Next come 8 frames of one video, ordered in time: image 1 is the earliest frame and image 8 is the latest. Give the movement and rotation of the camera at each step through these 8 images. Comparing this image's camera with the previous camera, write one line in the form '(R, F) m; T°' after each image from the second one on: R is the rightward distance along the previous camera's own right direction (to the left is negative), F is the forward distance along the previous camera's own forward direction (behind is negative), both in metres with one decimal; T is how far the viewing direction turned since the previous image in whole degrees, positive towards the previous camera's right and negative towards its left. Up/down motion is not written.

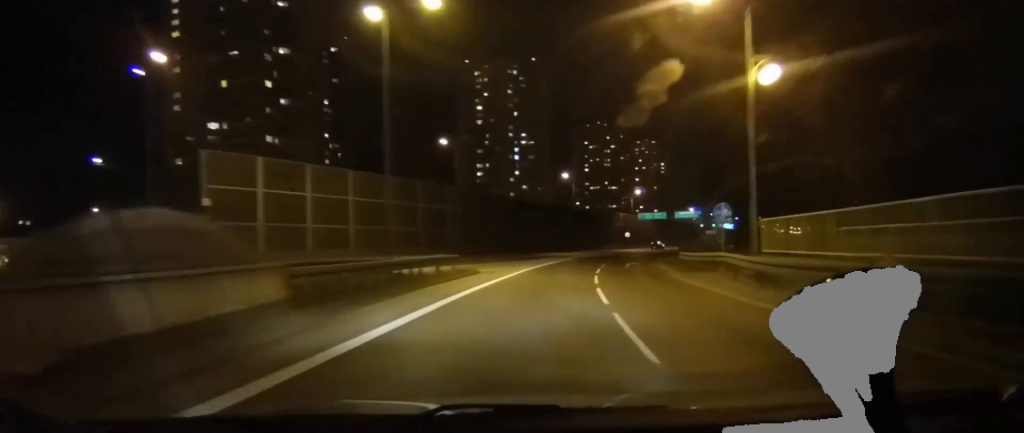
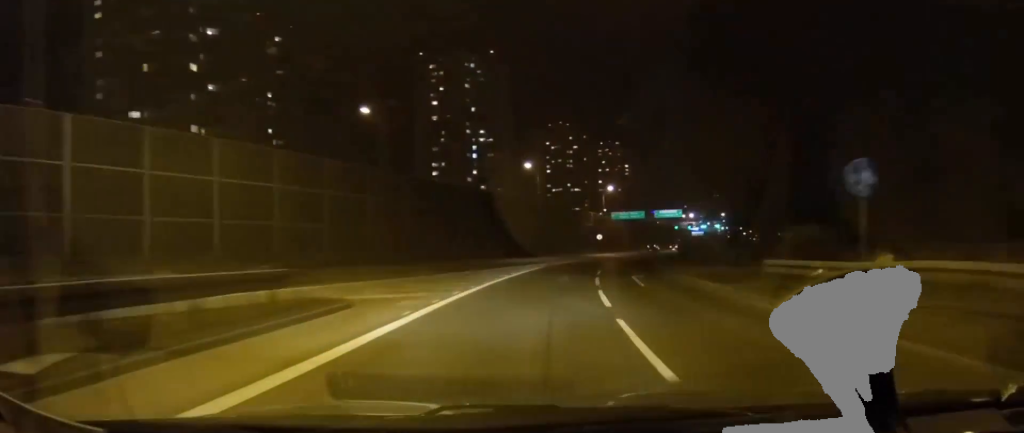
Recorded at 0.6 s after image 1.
(+0.4, +12.6) m; +5°
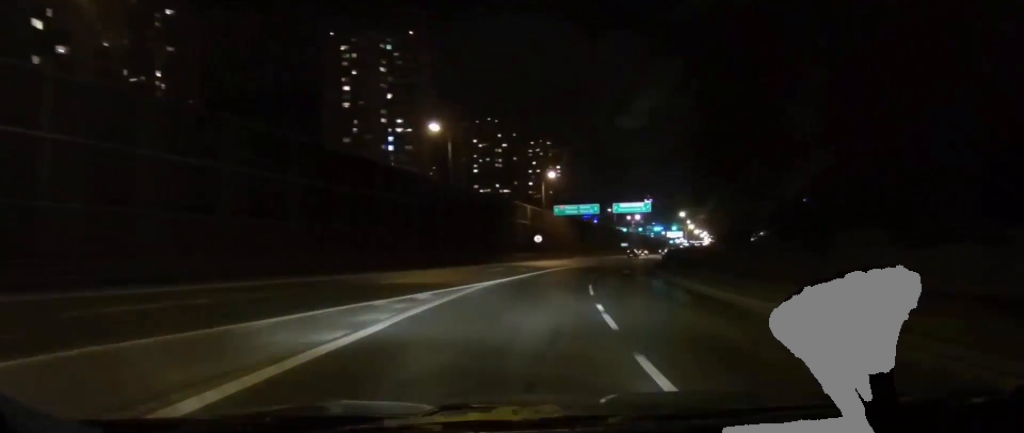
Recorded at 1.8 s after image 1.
(+2.1, +22.1) m; +9°
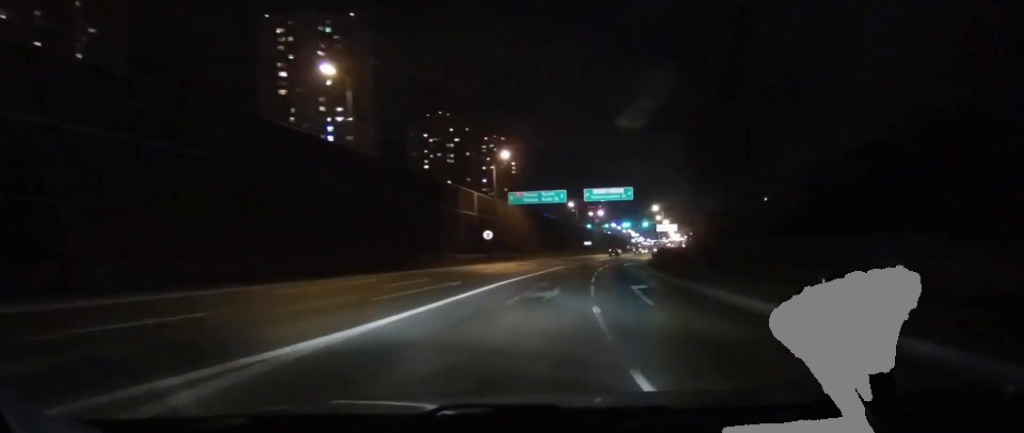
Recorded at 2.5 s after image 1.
(+0.8, +13.7) m; +4°
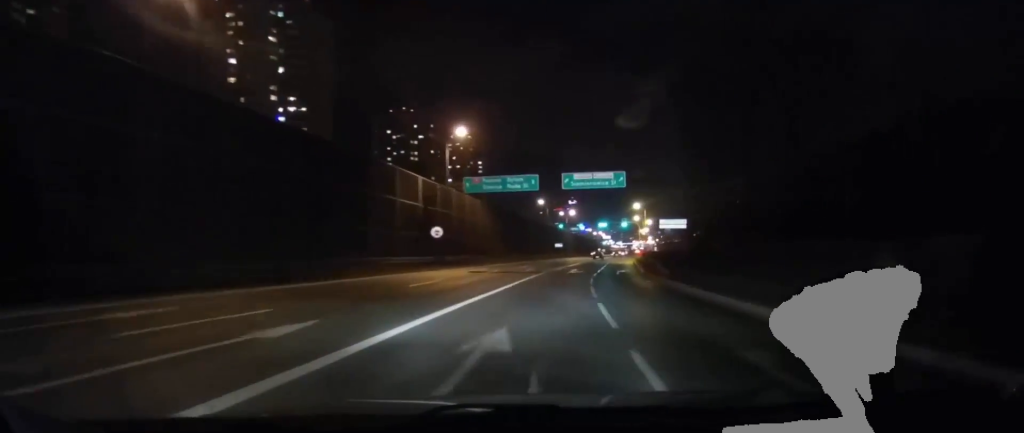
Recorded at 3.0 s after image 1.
(0.0, +11.1) m; +2°
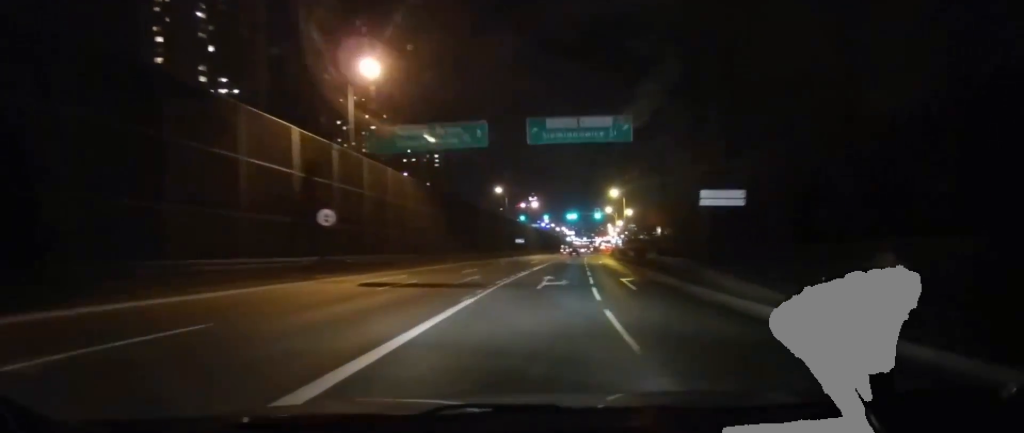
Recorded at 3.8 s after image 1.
(+0.3, +14.4) m; +5°
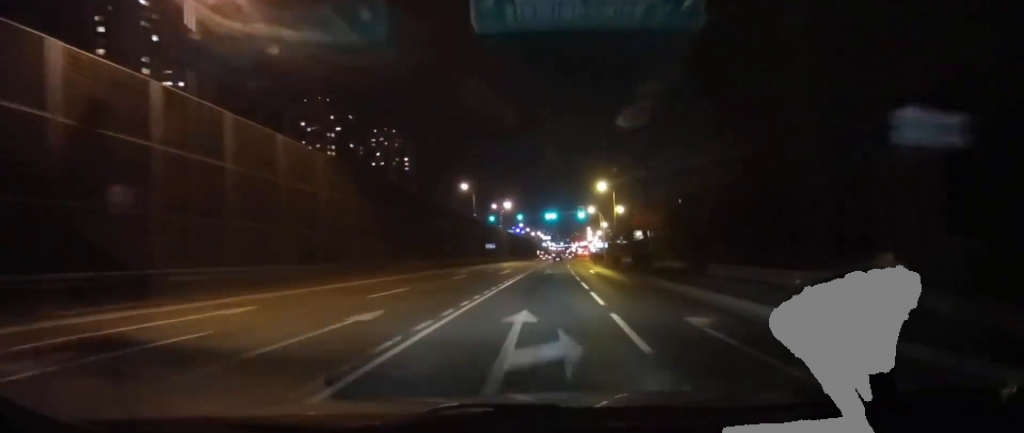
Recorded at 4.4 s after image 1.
(+0.4, +11.9) m; +5°
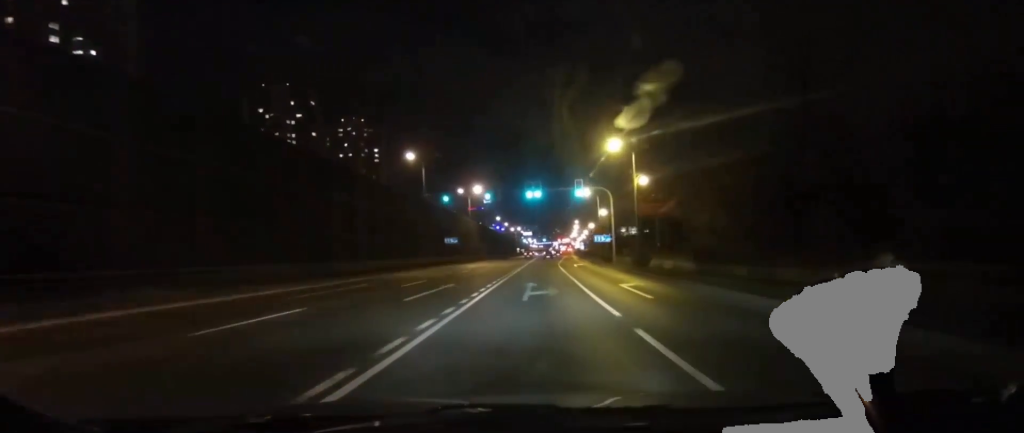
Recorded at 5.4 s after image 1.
(+1.6, +20.6) m; +1°
